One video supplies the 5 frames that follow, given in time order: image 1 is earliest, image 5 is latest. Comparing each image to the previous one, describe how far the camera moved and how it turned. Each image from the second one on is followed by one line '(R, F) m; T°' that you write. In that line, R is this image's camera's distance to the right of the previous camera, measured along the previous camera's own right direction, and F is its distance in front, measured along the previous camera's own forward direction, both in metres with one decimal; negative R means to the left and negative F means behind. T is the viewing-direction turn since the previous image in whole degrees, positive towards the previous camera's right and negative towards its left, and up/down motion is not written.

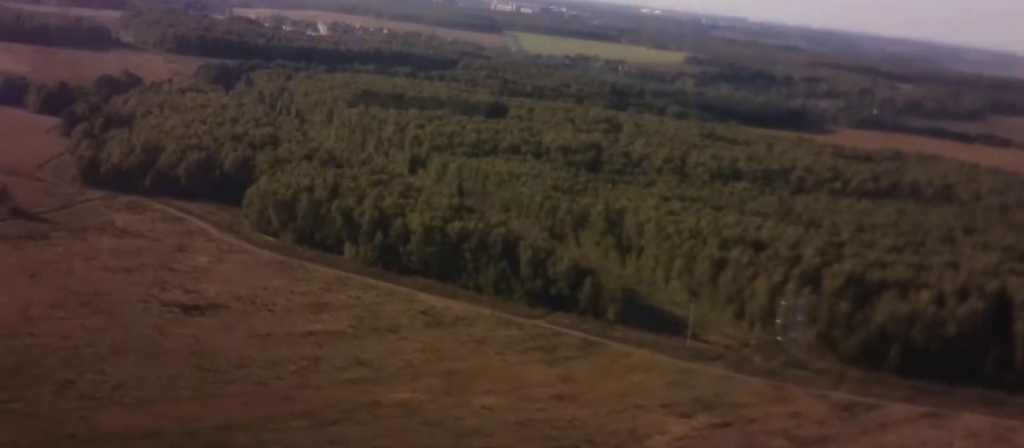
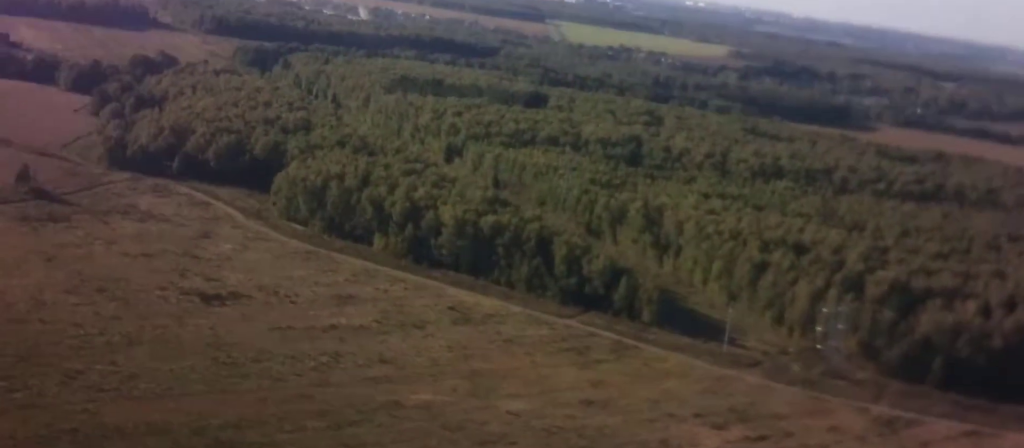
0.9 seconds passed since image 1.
(-0.4, +18.7) m; -2°
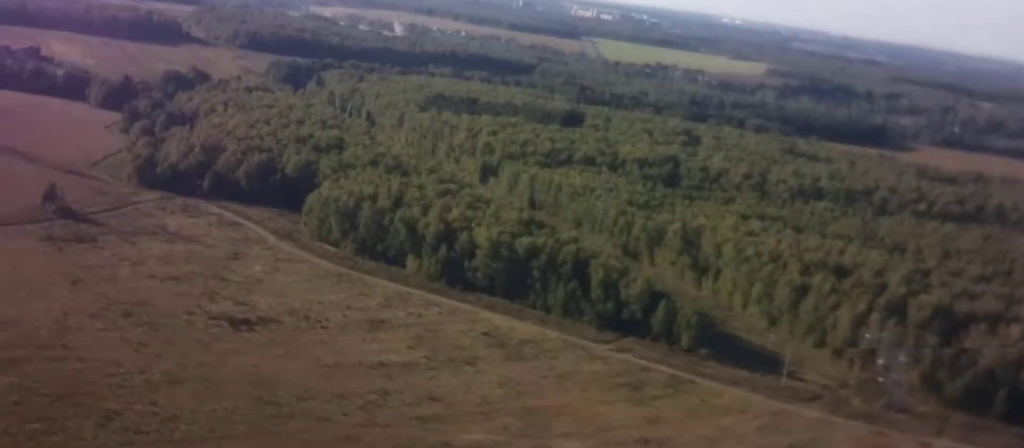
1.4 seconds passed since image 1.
(-0.1, +10.2) m; -1°
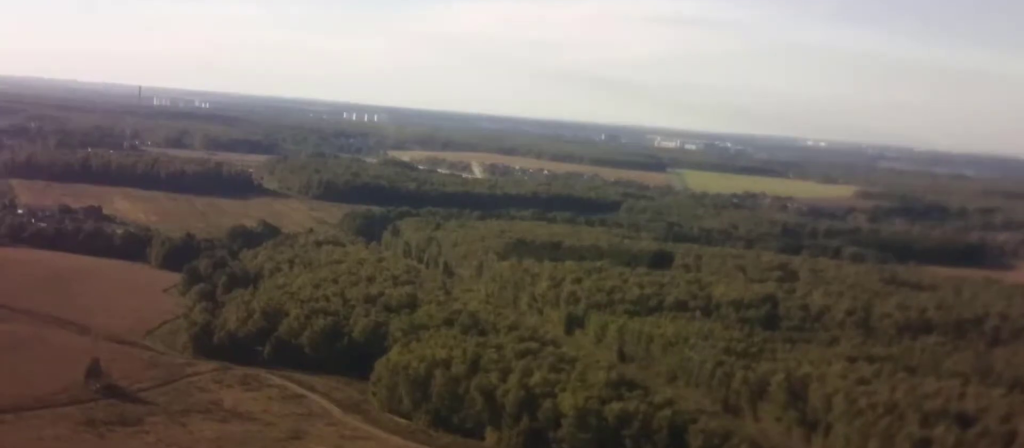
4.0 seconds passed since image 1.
(-1.7, +57.8) m; -8°
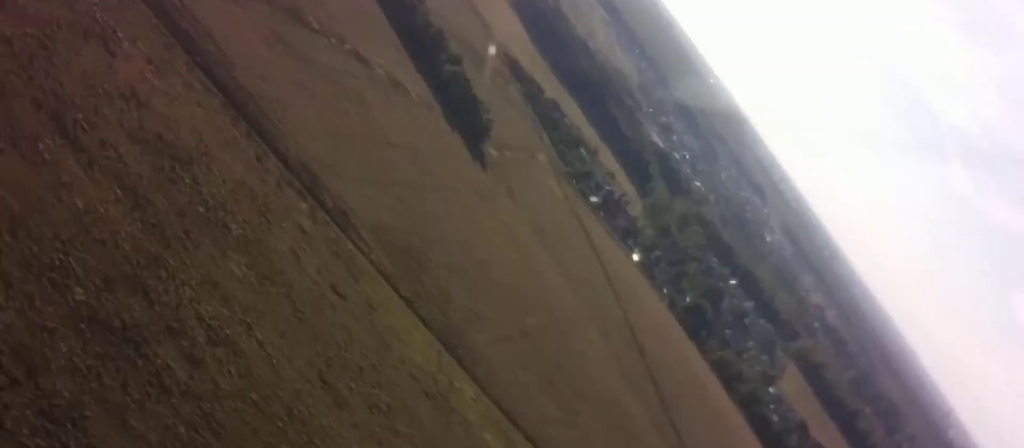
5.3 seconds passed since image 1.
(-2.7, +26.3) m; -28°
